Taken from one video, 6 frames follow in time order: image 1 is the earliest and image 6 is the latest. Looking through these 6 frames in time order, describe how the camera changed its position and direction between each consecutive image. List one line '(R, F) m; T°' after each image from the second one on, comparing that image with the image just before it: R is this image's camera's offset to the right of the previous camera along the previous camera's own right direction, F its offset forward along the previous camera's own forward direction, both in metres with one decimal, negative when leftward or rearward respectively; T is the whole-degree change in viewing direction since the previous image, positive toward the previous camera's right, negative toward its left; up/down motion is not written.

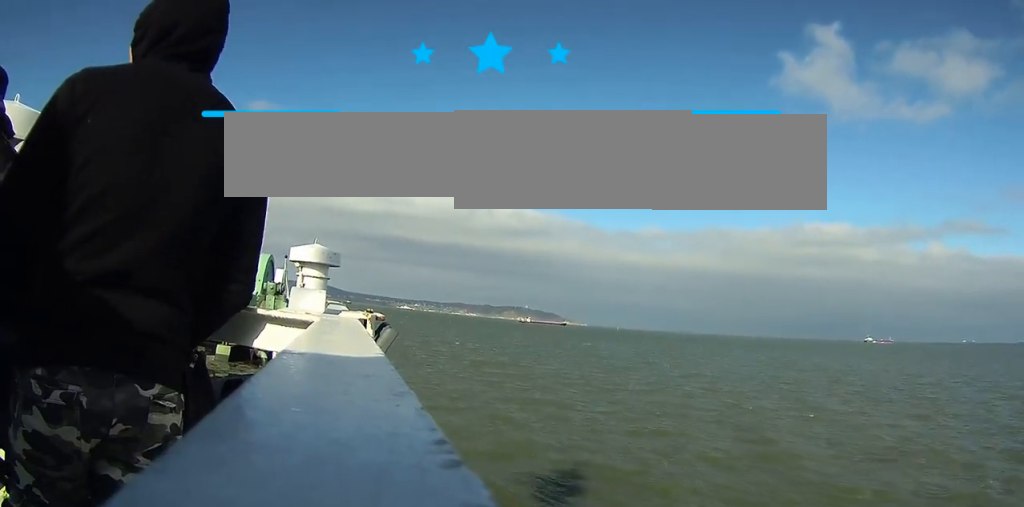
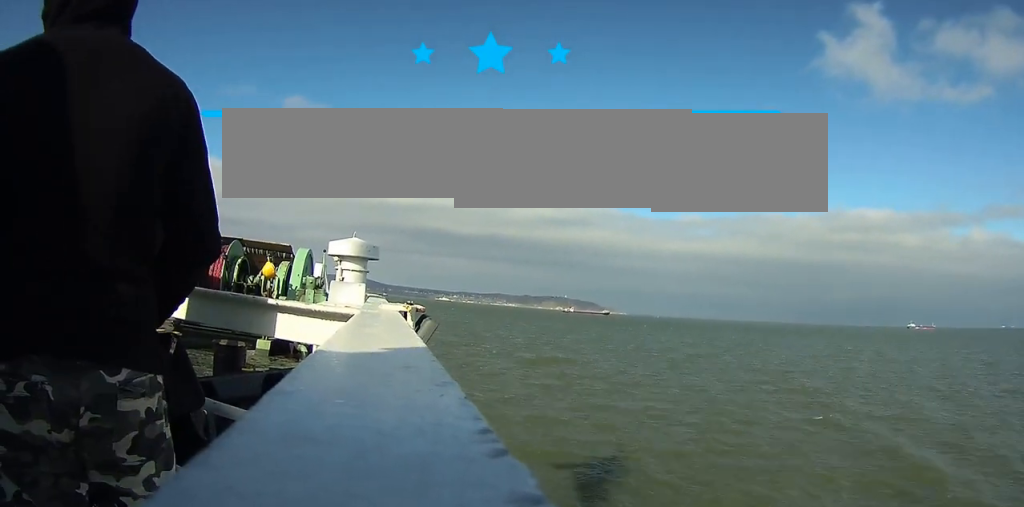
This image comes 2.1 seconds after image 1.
(+0.1, +9.1) m; +1°
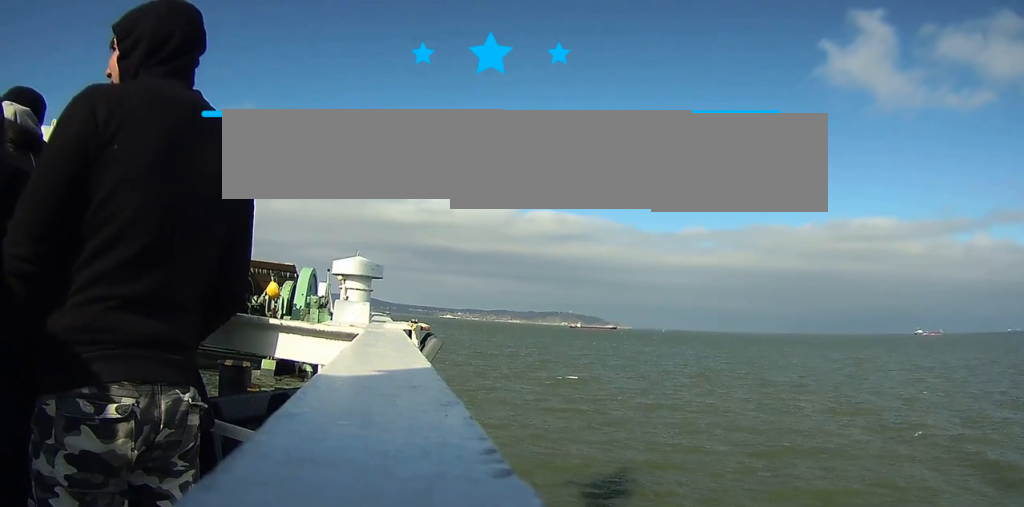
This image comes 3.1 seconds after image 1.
(-0.1, +4.7) m; -2°
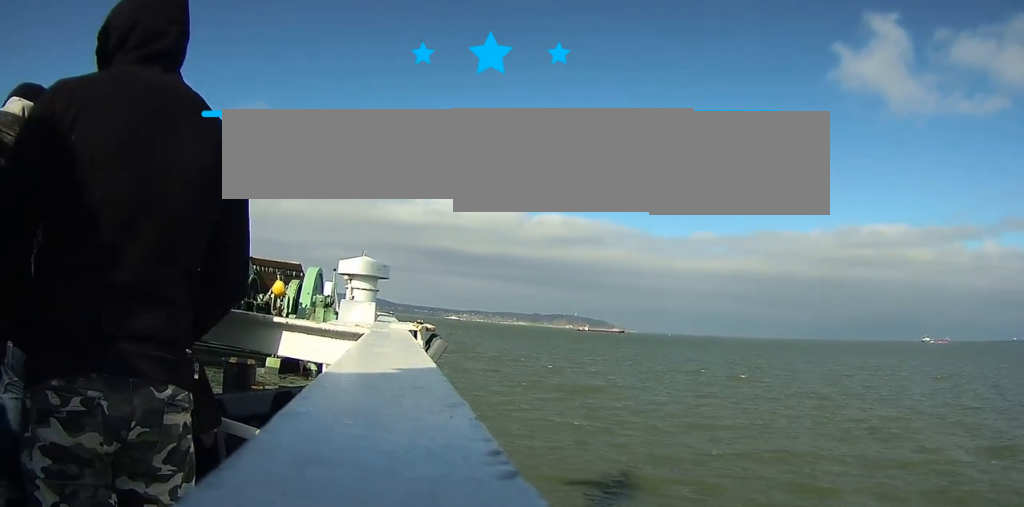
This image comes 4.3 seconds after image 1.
(-0.1, +5.2) m; -2°
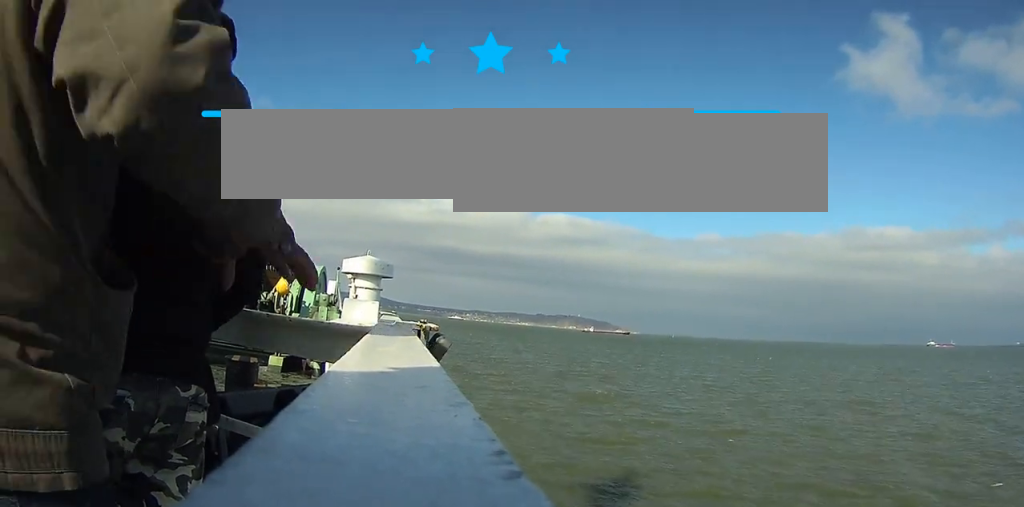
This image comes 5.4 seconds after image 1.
(-0.1, +4.6) m; 0°
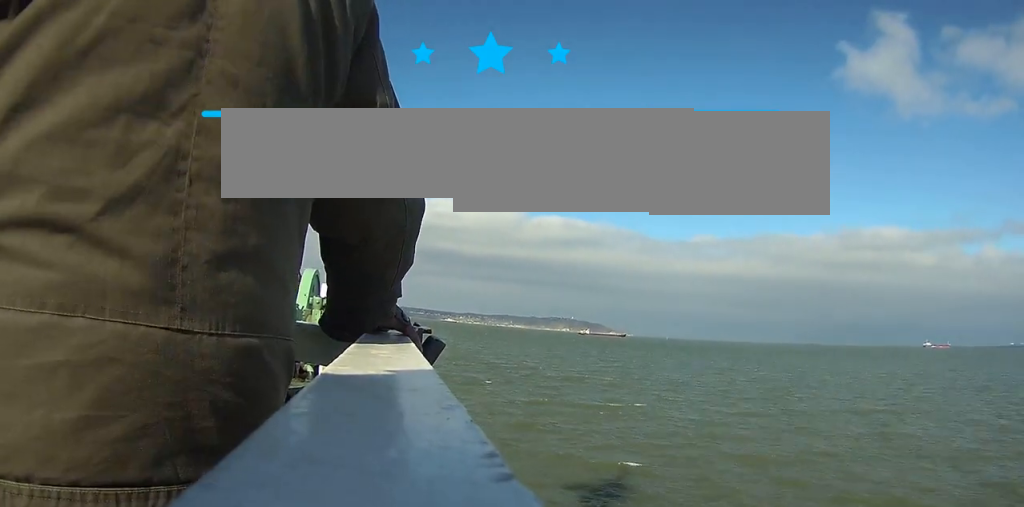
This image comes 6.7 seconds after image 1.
(+0.1, +5.4) m; +2°
